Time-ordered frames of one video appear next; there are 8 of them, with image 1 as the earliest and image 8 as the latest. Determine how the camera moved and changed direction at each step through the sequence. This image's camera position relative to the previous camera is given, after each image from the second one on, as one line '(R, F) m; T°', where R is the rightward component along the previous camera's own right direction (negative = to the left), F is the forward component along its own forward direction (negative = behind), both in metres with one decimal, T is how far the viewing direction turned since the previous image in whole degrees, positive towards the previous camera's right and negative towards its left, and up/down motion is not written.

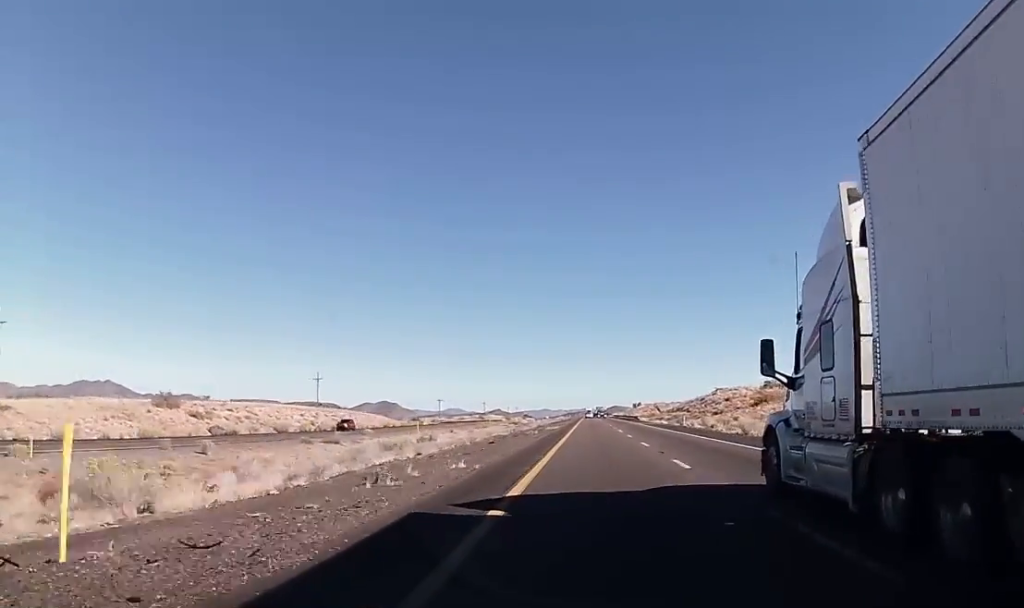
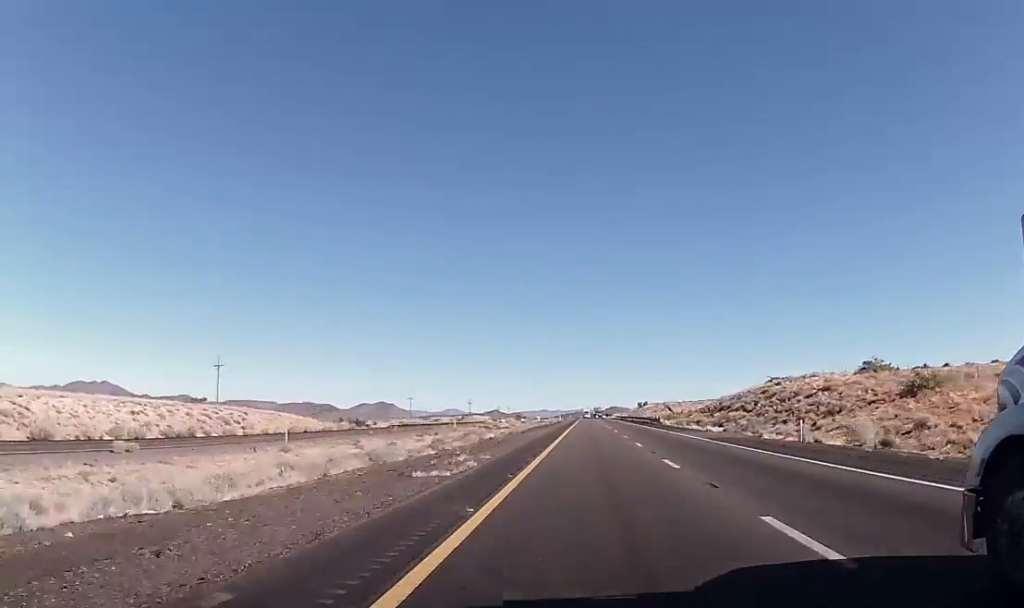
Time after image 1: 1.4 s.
(0.0, +49.9) m; 0°
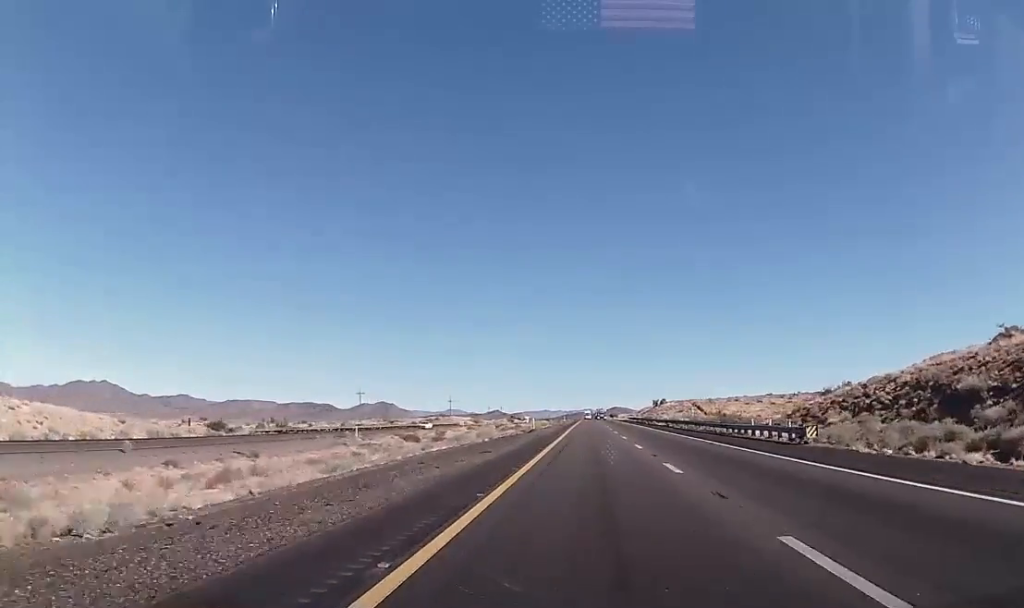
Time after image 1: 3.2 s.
(+0.9, +64.3) m; 0°
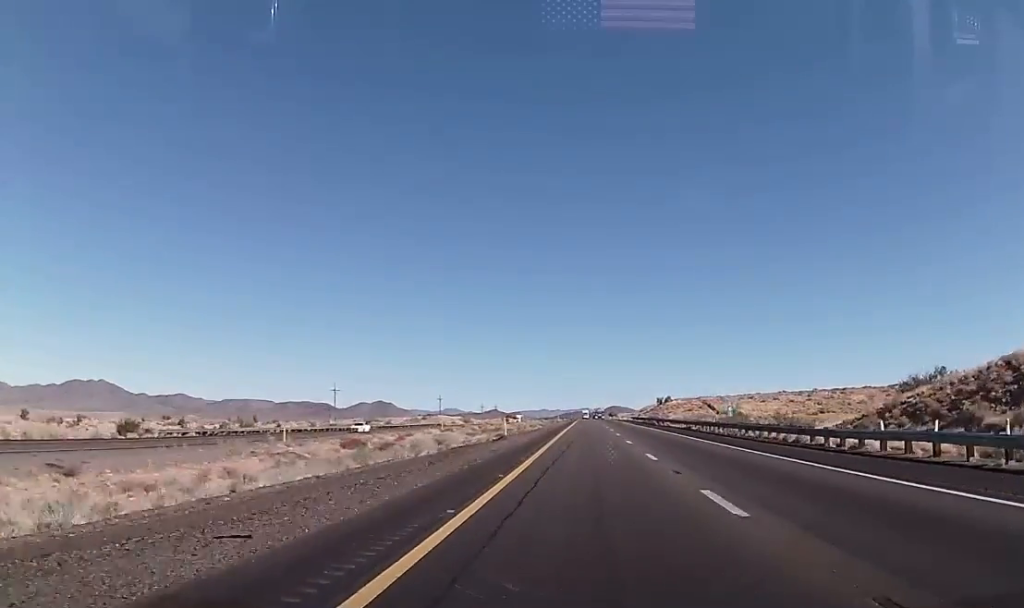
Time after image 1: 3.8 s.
(-0.4, +20.2) m; 0°
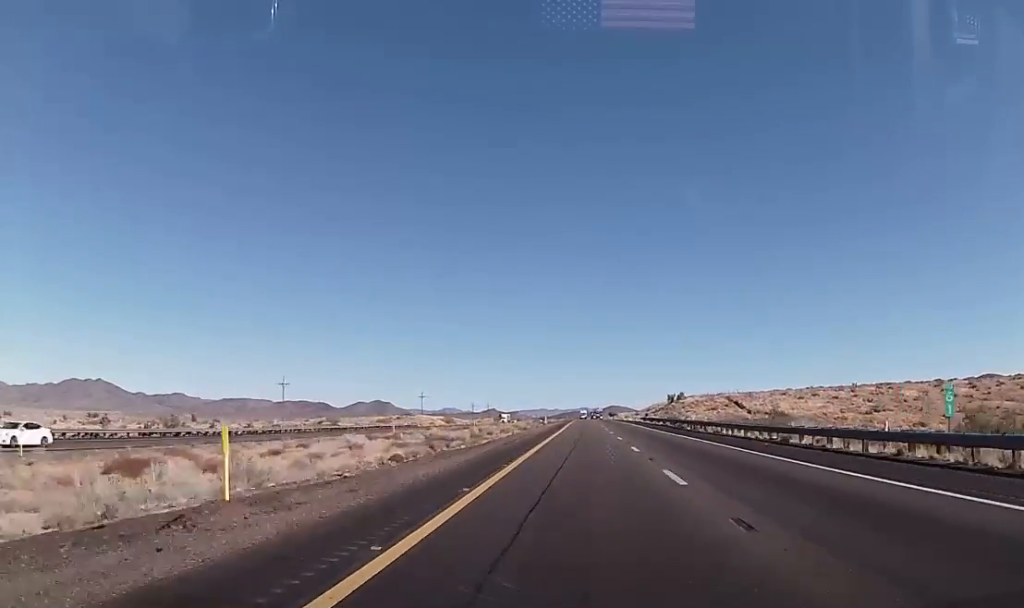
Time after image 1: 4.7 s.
(-0.2, +33.3) m; 0°
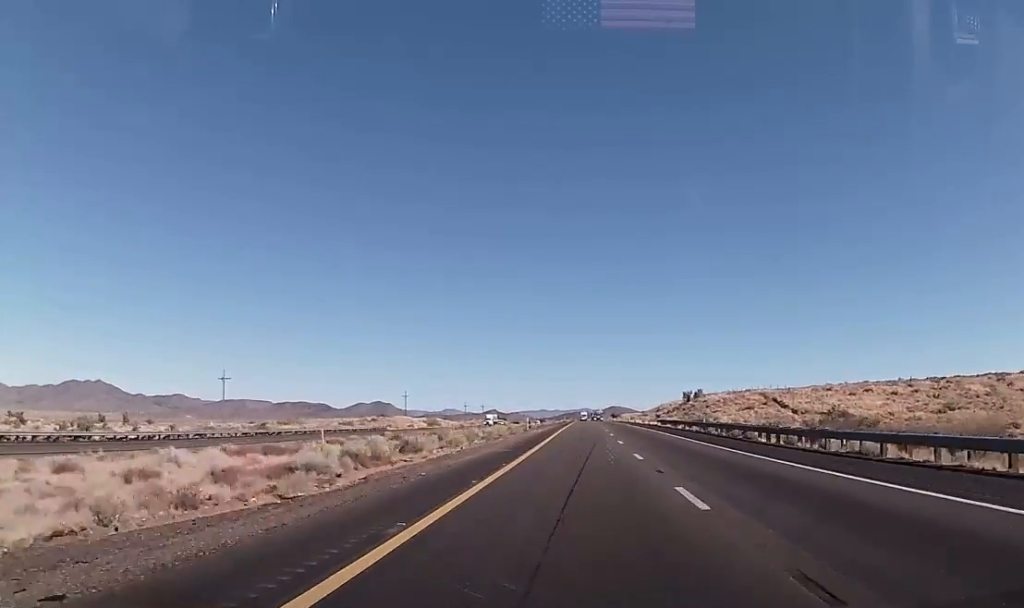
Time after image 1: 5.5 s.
(+0.5, +28.6) m; 0°
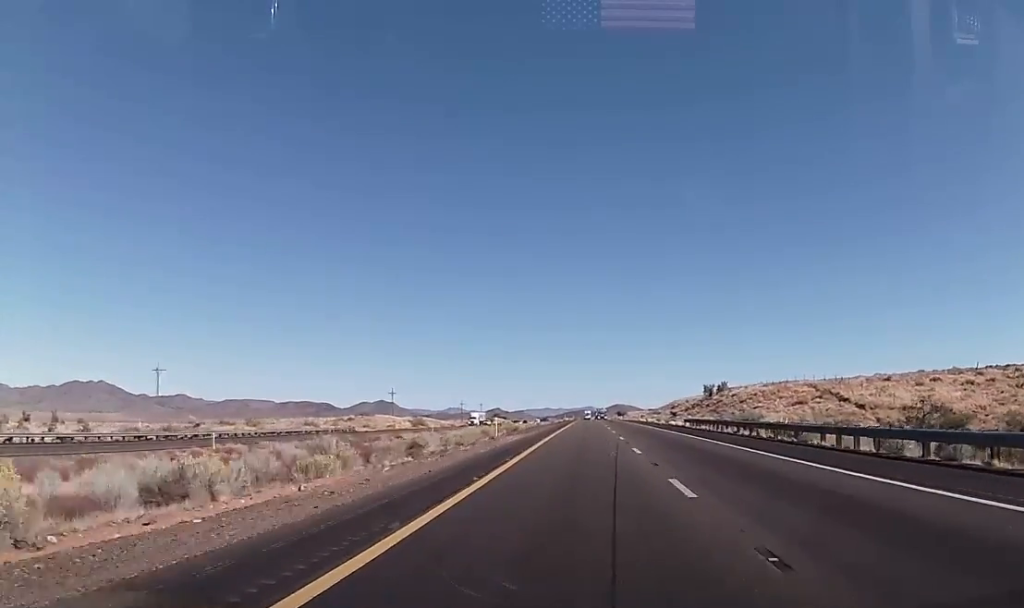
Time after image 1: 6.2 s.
(-0.3, +25.0) m; -1°
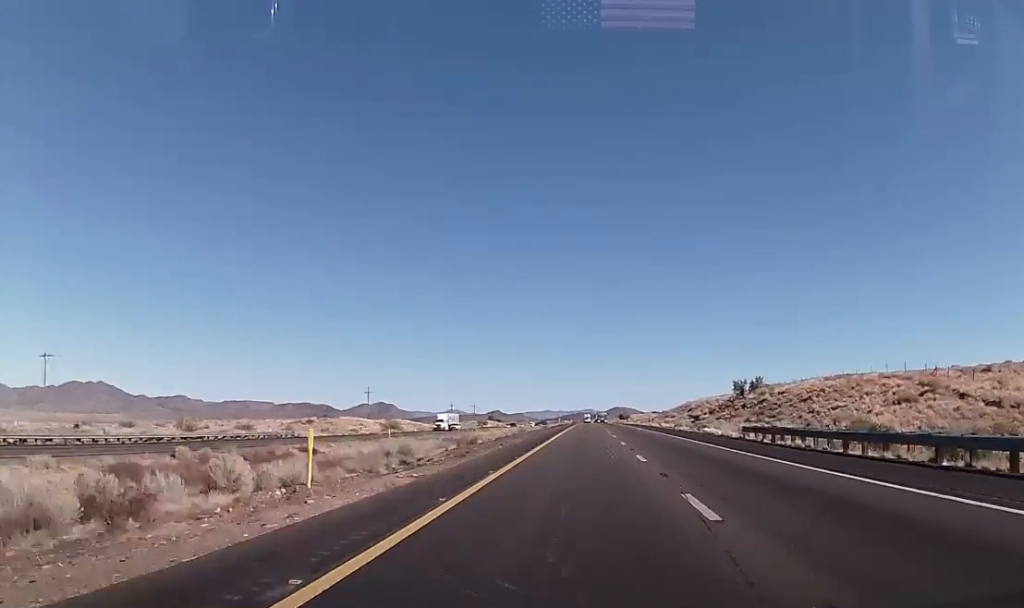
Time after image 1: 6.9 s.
(-0.1, +26.3) m; 0°
